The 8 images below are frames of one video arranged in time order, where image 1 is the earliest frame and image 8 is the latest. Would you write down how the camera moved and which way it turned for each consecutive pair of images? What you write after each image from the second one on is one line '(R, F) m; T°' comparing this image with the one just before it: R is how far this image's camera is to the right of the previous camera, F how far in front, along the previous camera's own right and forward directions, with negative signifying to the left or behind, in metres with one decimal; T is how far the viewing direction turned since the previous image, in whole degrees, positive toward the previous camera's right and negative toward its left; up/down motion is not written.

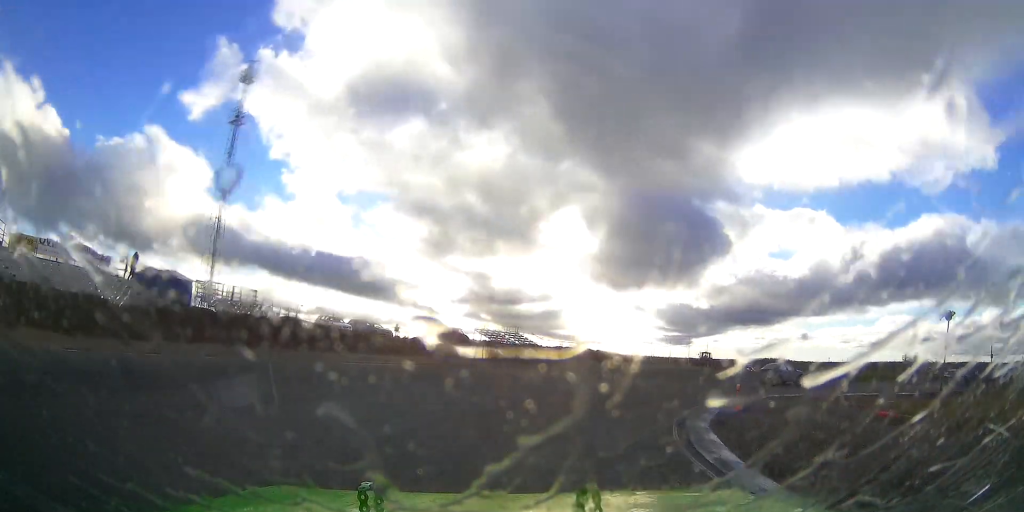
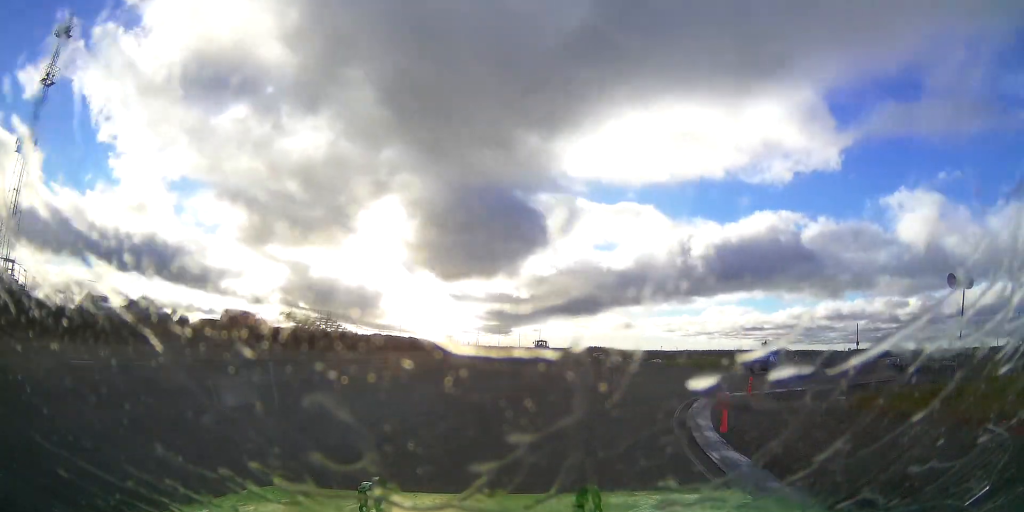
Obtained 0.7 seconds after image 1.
(+2.3, +9.9) m; +18°
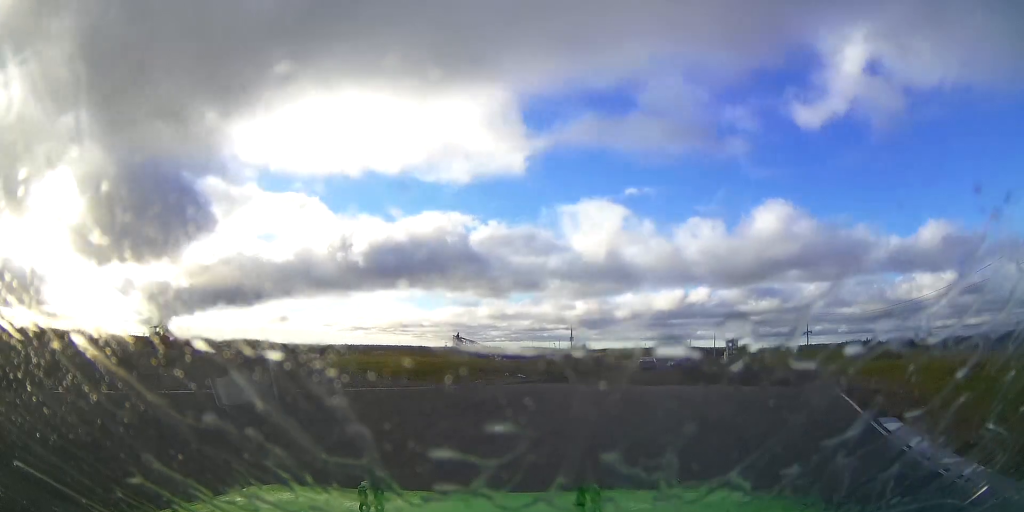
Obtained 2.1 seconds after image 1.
(+7.3, +23.9) m; +32°
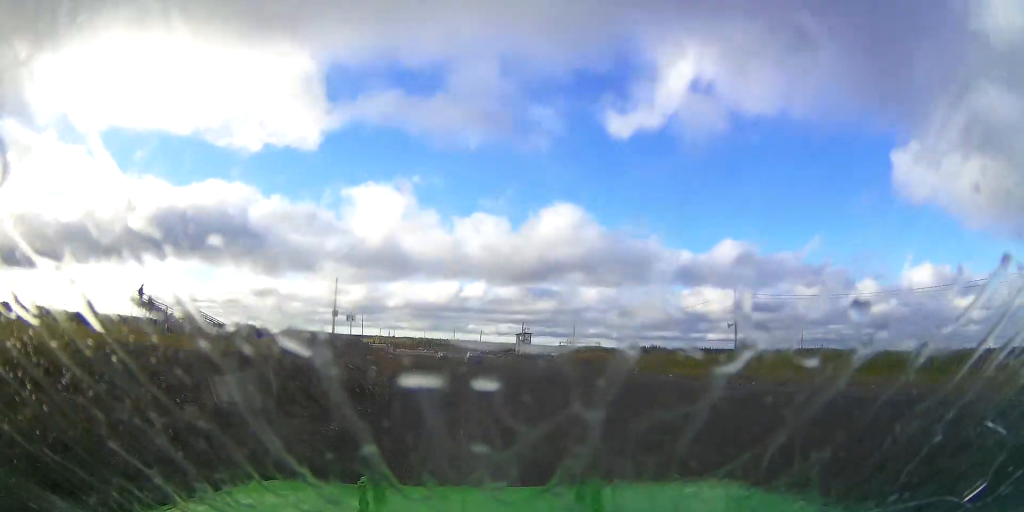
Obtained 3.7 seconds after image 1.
(+4.8, +33.7) m; +10°
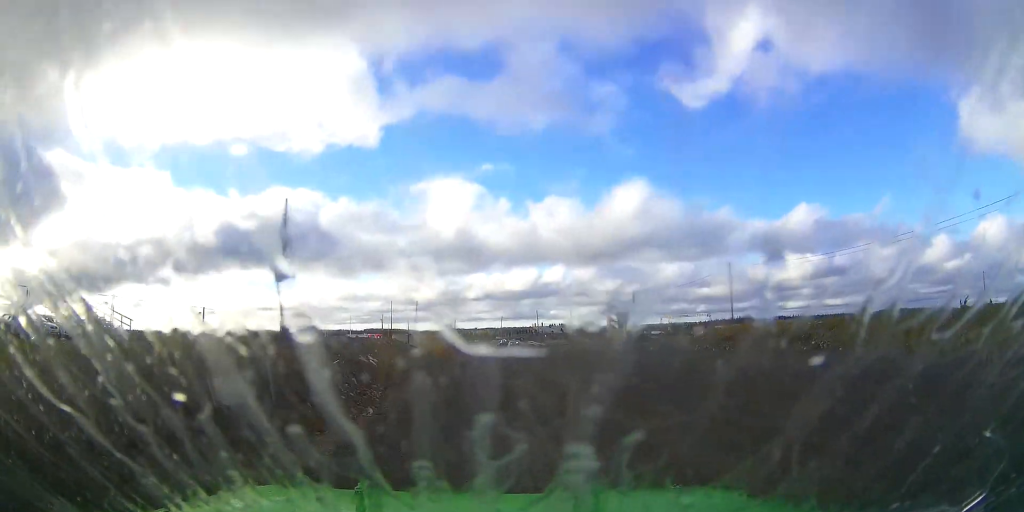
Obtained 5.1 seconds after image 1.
(+0.9, +33.5) m; 0°
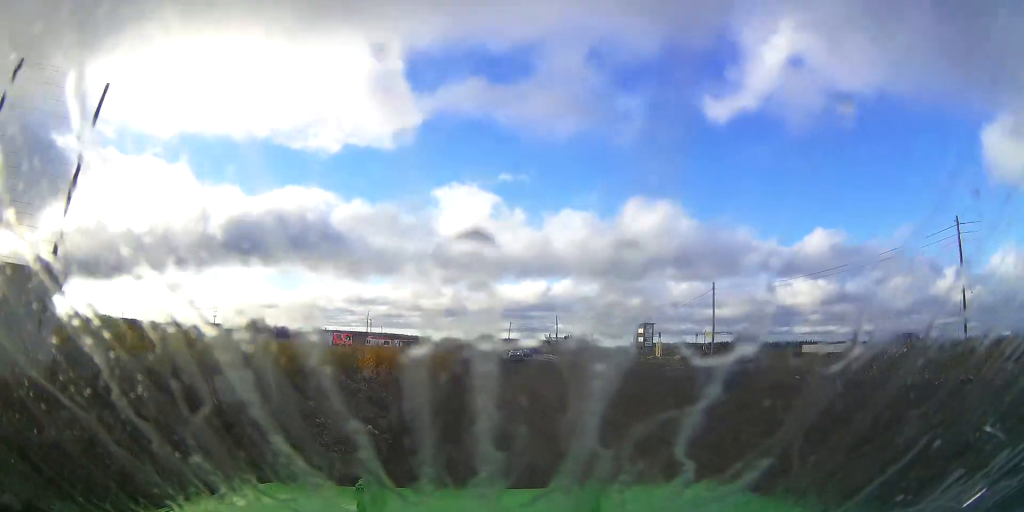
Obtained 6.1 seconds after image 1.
(-1.0, +29.1) m; -2°
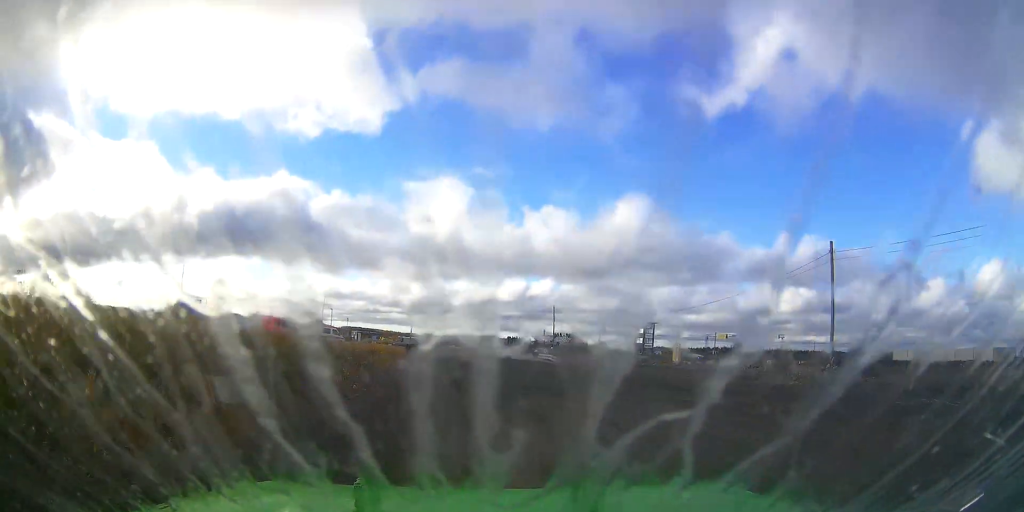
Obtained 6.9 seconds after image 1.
(-0.2, +23.0) m; +2°
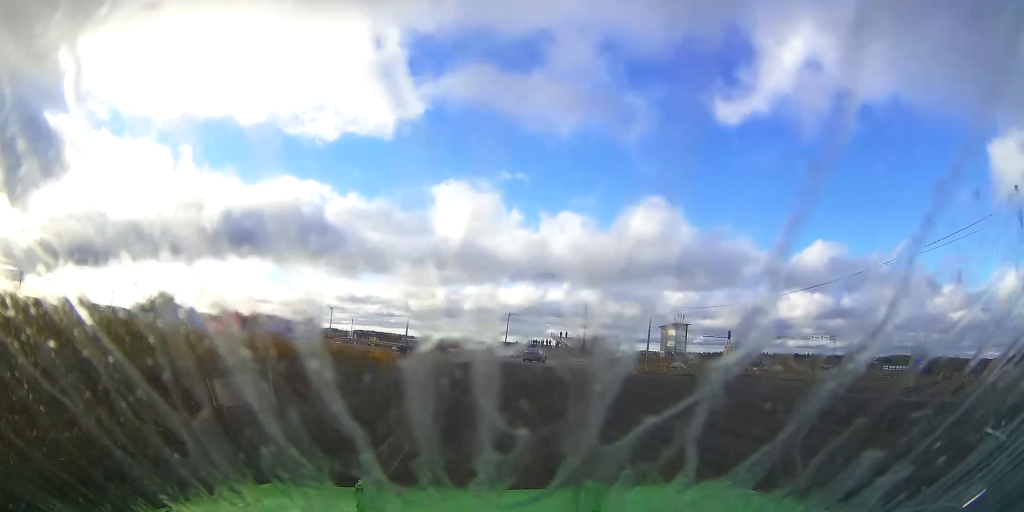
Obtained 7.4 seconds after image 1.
(+0.5, +13.8) m; +3°
